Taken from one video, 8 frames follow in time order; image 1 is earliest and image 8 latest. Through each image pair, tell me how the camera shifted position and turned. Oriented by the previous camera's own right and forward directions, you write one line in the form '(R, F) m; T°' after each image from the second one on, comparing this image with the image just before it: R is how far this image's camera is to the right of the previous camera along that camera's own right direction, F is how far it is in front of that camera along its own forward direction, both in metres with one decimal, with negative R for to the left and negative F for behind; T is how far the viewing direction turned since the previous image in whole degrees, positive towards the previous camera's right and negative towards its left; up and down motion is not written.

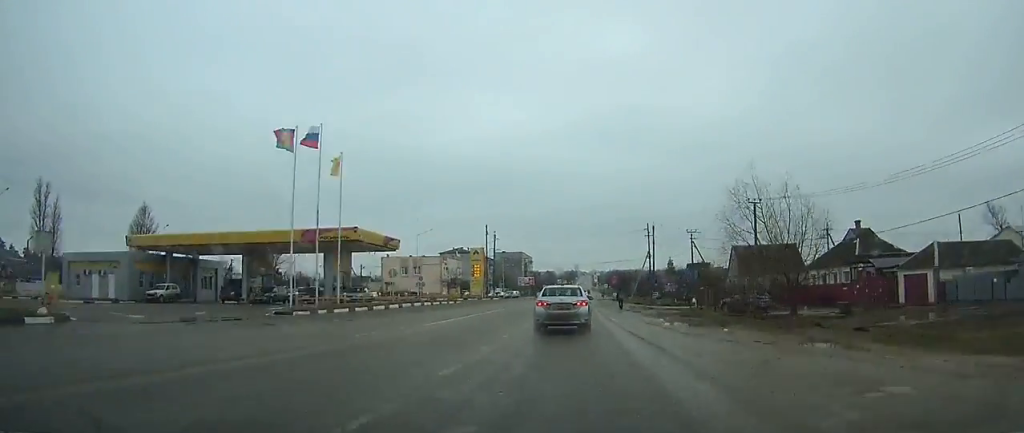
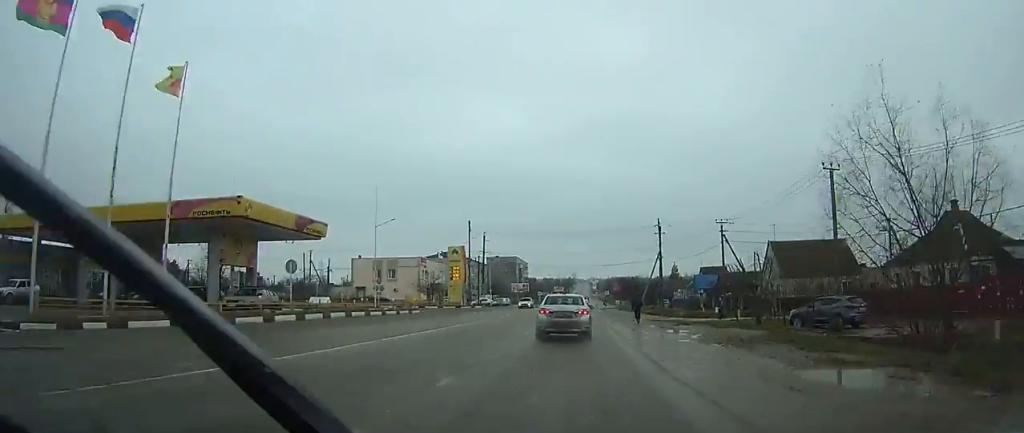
(+0.1, +16.2) m; +1°
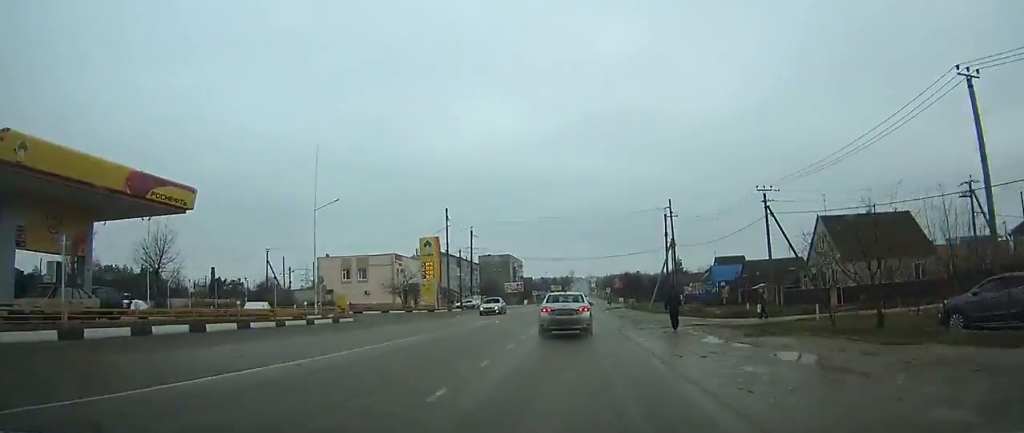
(+0.1, +14.4) m; +1°
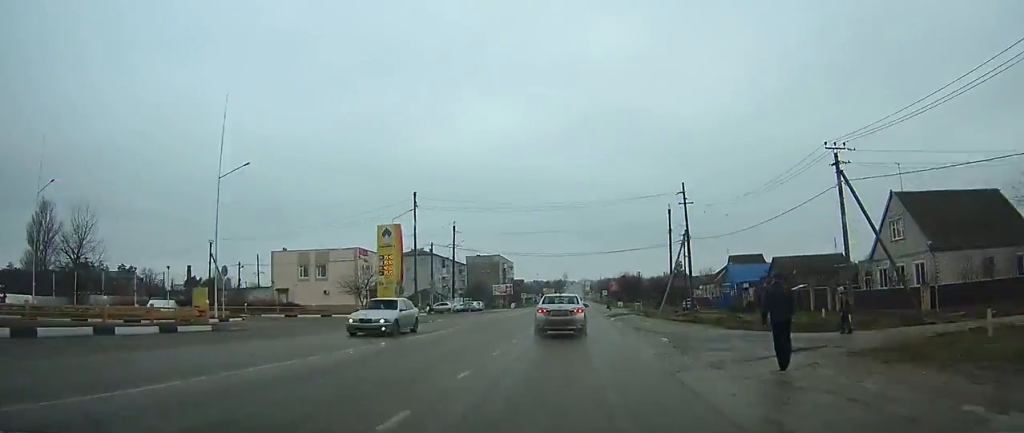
(+0.1, +13.5) m; 0°
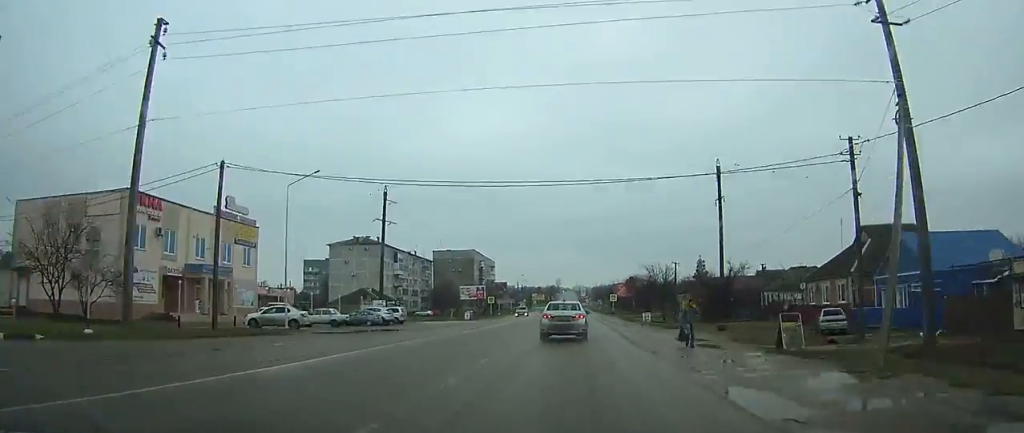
(+0.3, +44.4) m; +1°
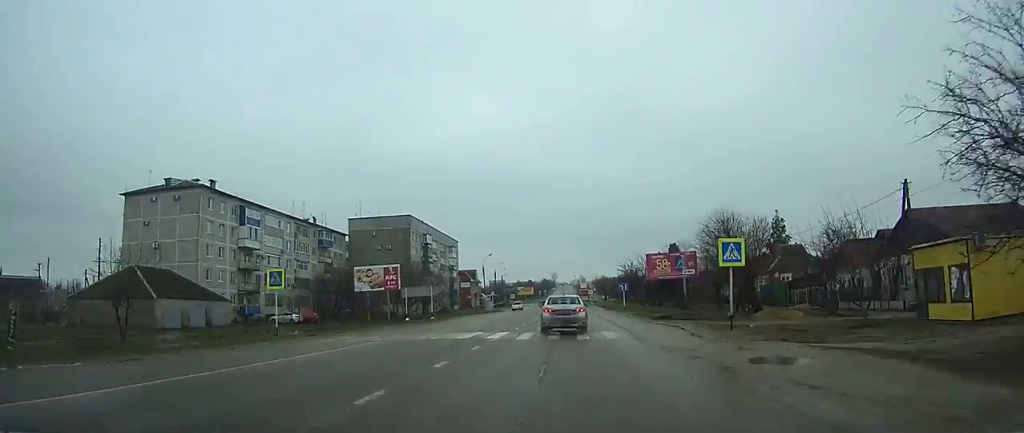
(+0.2, +65.7) m; 0°
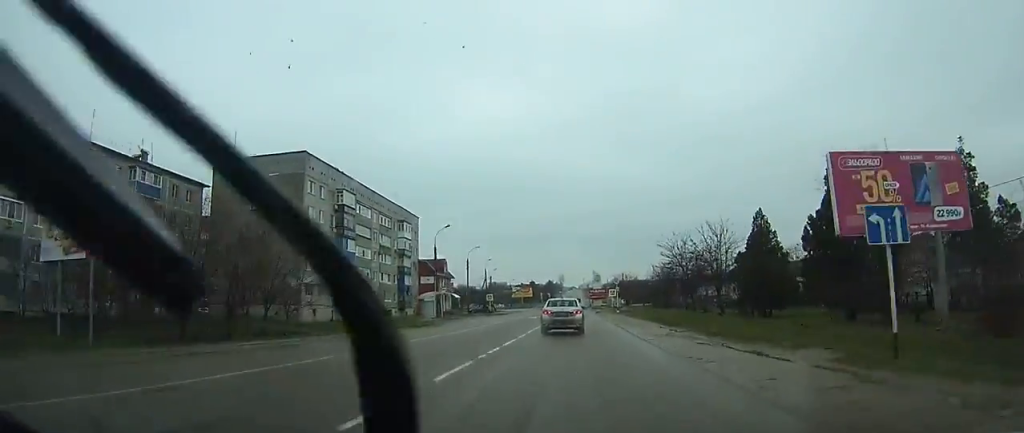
(-0.4, +49.4) m; -1°
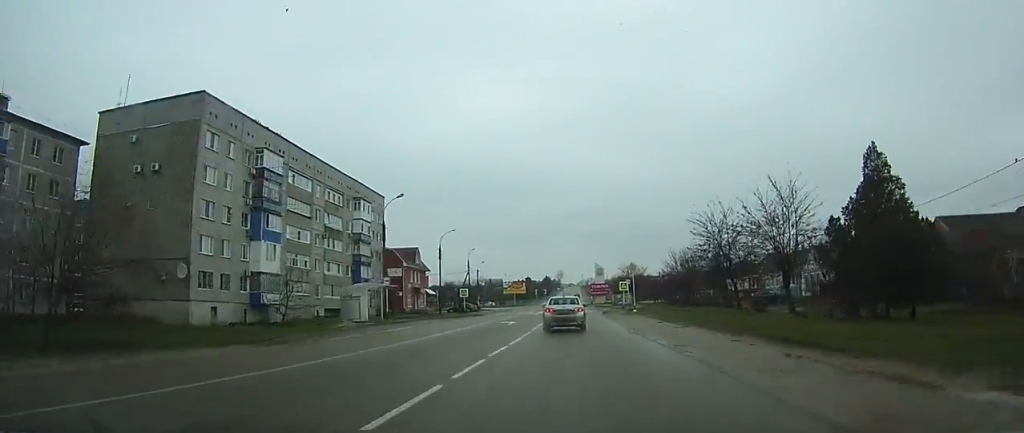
(-0.1, +19.7) m; 0°
